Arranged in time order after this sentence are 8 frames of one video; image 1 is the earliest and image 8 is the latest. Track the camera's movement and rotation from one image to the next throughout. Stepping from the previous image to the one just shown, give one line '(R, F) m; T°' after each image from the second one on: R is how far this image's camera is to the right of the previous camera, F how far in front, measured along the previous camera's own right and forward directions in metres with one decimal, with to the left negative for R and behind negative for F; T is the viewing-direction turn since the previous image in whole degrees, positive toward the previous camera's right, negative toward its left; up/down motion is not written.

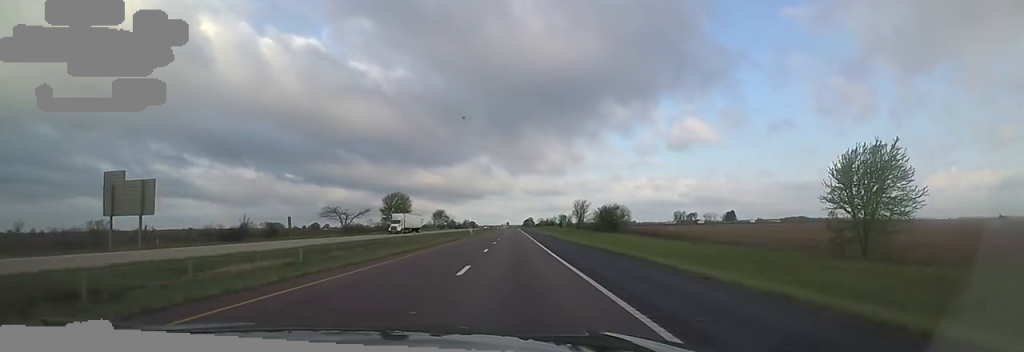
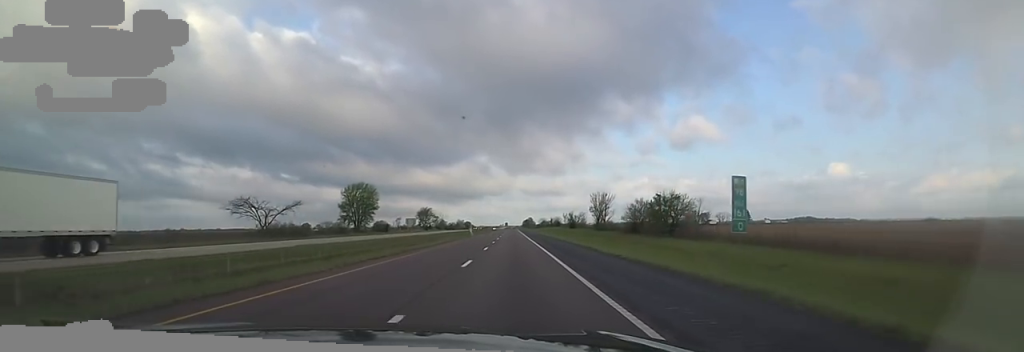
(+0.9, +46.0) m; +3°
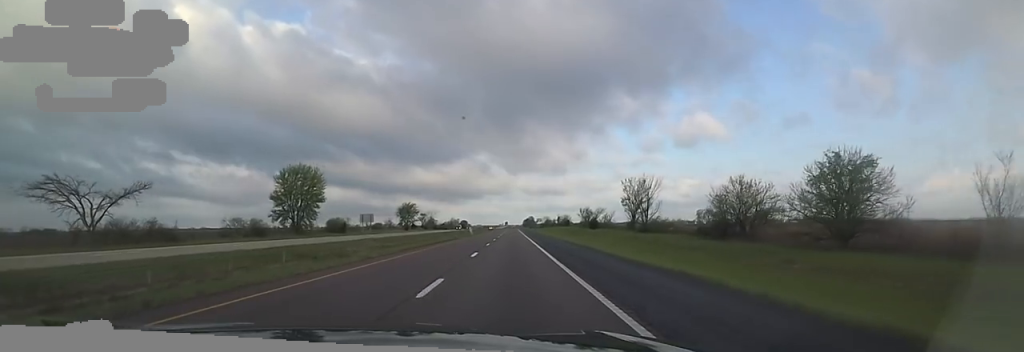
(+0.2, +43.4) m; -1°
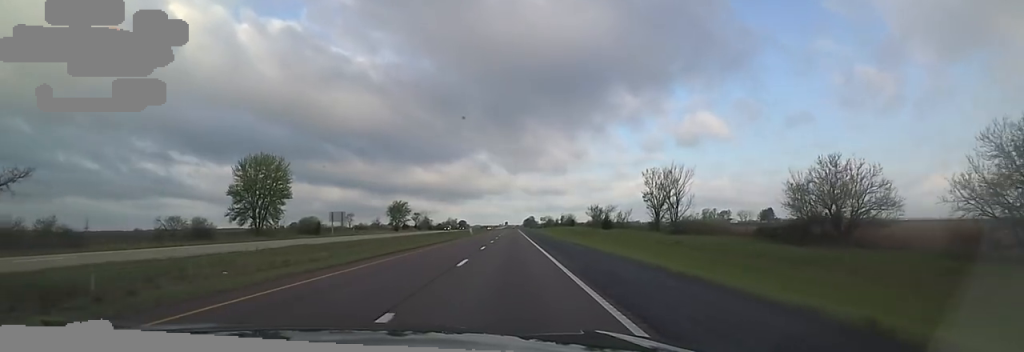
(-0.3, +17.1) m; -1°
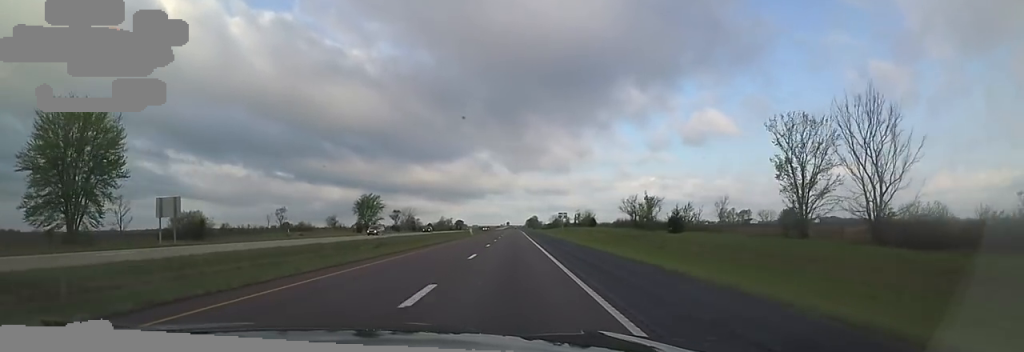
(0.0, +44.7) m; 0°
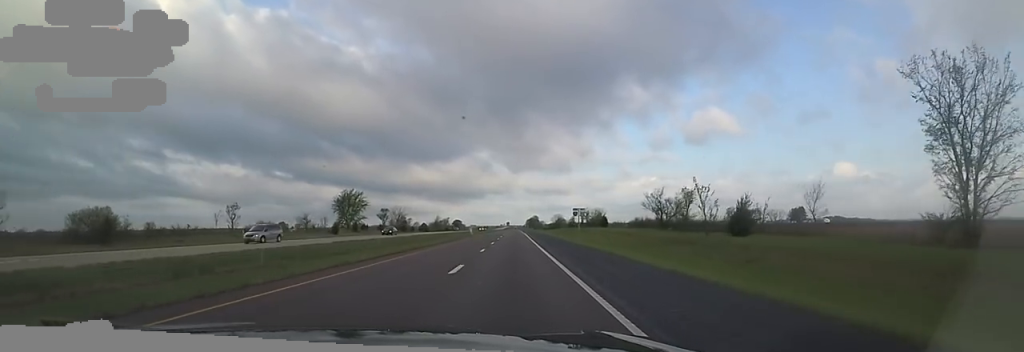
(0.0, +18.4) m; 0°
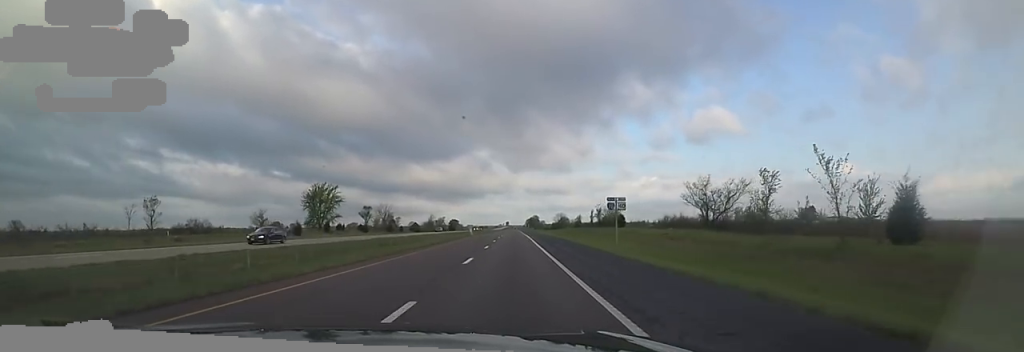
(0.0, +20.6) m; +1°
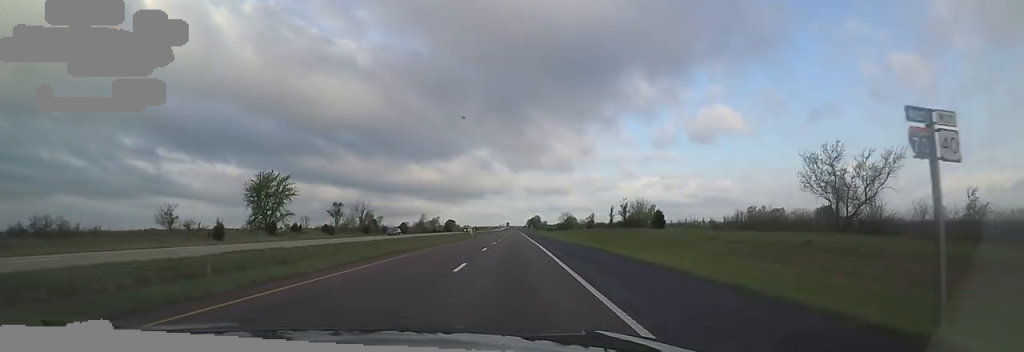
(+0.3, +27.4) m; +1°
